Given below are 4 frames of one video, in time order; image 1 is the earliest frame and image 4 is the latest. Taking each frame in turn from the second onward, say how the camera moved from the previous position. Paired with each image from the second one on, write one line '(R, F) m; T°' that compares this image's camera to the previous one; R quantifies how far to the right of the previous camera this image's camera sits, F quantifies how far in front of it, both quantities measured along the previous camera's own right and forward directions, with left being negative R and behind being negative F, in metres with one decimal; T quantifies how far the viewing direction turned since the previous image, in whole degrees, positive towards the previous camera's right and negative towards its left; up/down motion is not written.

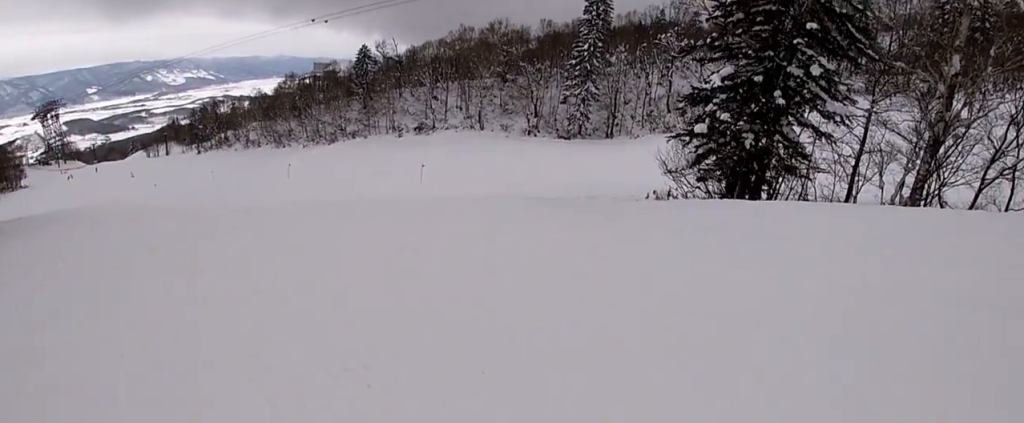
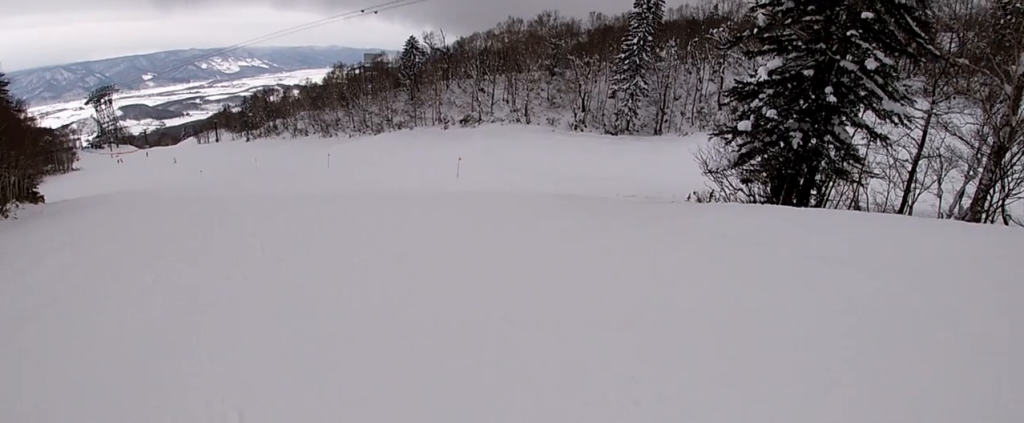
(-0.4, +2.0) m; -20°
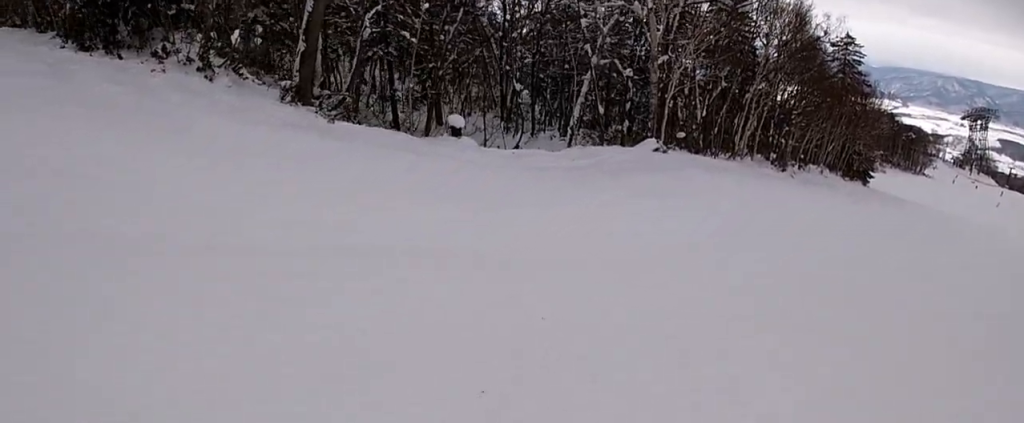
(-7.3, +9.5) m; -26°
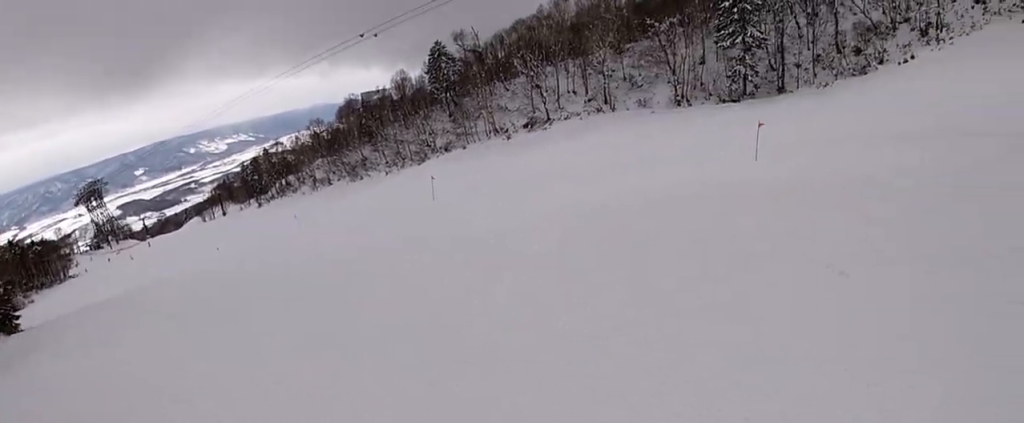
(+12.0, +14.7) m; +53°
